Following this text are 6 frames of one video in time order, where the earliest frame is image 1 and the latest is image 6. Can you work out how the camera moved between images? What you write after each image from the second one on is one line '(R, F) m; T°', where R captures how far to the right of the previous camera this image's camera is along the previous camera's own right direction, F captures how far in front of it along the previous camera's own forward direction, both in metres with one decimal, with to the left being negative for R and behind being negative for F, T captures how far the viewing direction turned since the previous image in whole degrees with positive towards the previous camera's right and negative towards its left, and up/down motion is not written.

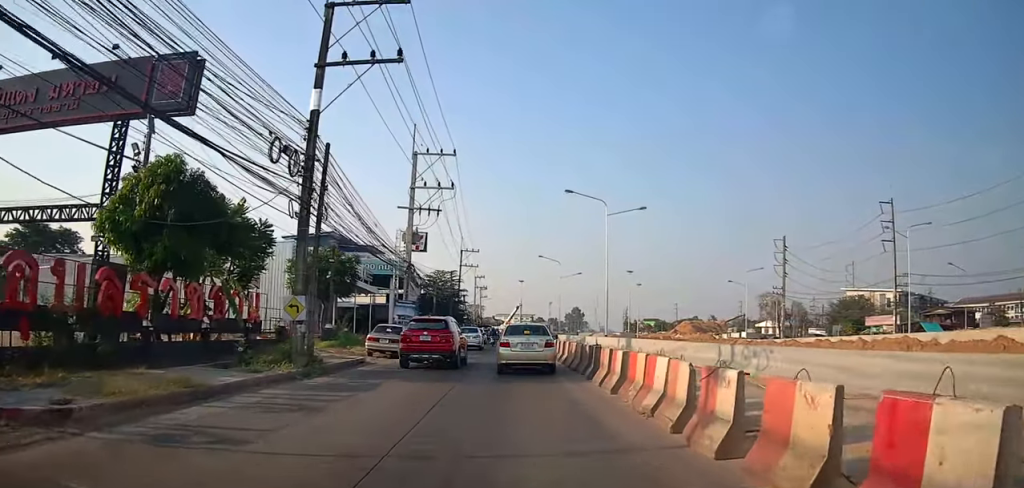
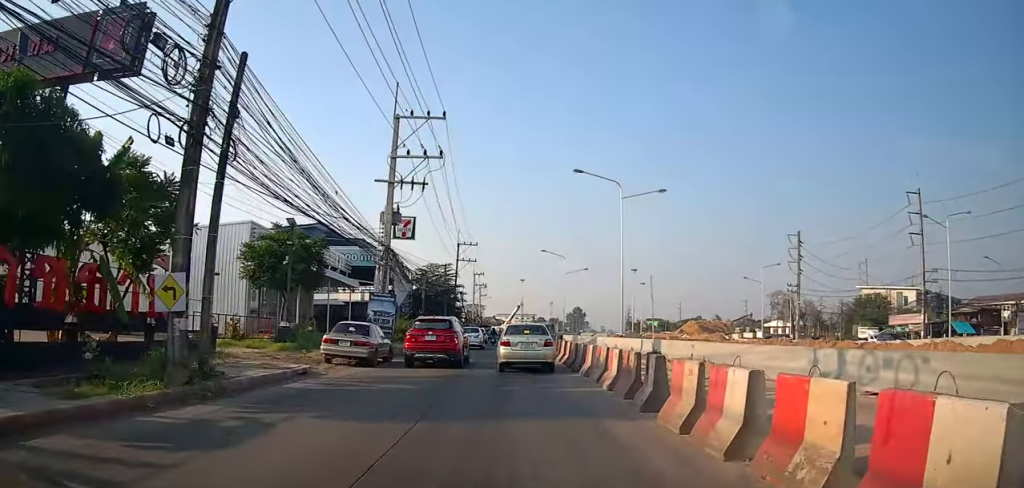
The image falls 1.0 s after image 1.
(0.0, +5.7) m; 0°
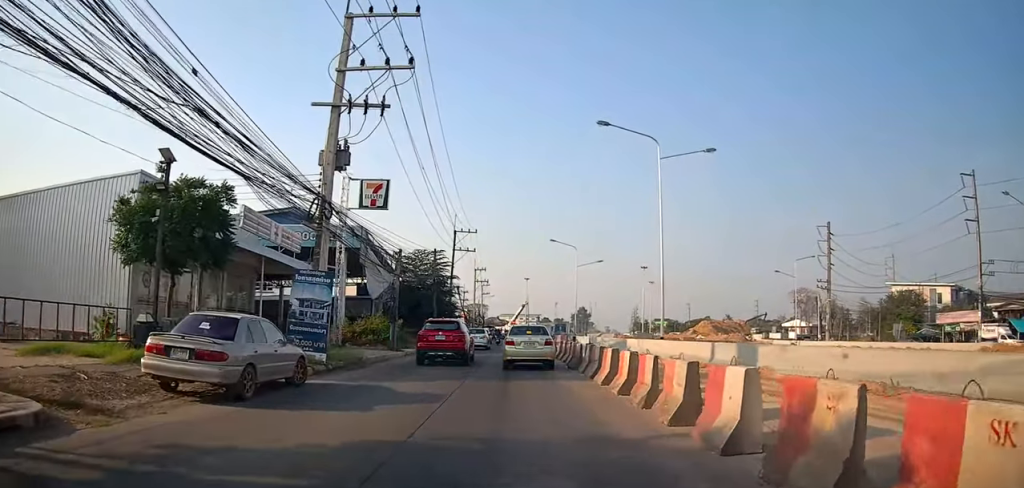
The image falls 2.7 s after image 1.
(0.0, +9.2) m; 0°
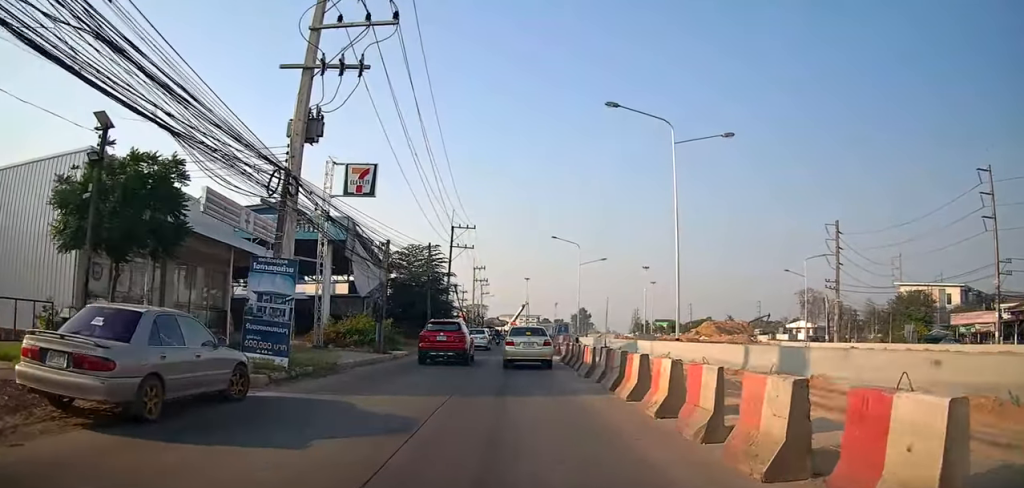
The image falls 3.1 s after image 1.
(0.0, +2.7) m; 0°
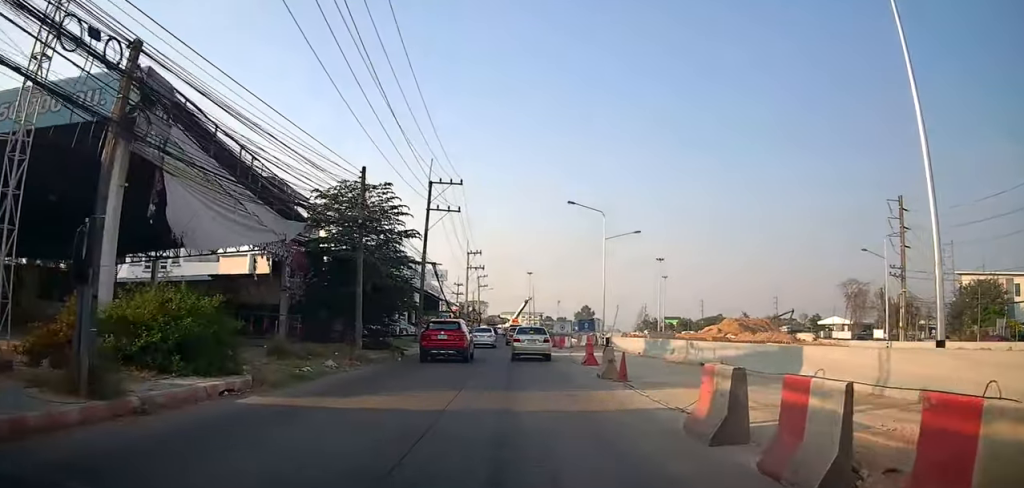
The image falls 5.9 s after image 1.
(-0.4, +17.6) m; +4°
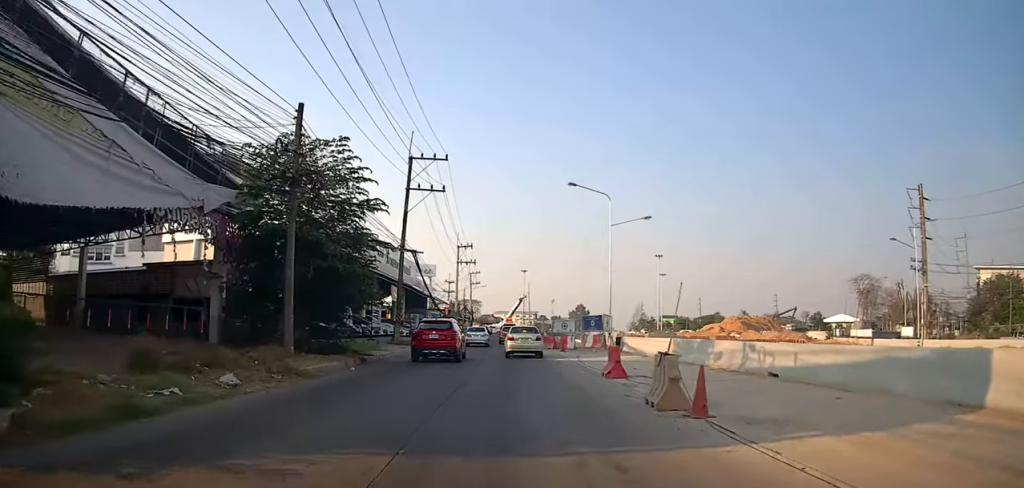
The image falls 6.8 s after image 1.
(+0.5, +6.0) m; +1°
